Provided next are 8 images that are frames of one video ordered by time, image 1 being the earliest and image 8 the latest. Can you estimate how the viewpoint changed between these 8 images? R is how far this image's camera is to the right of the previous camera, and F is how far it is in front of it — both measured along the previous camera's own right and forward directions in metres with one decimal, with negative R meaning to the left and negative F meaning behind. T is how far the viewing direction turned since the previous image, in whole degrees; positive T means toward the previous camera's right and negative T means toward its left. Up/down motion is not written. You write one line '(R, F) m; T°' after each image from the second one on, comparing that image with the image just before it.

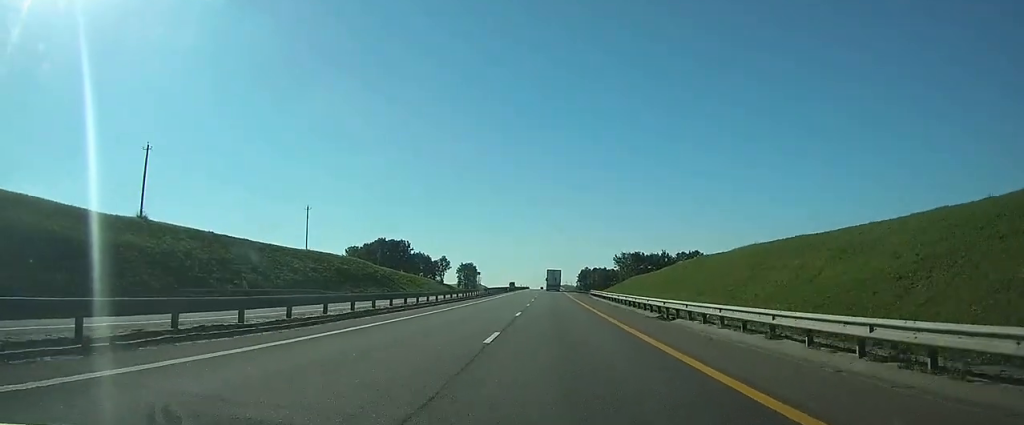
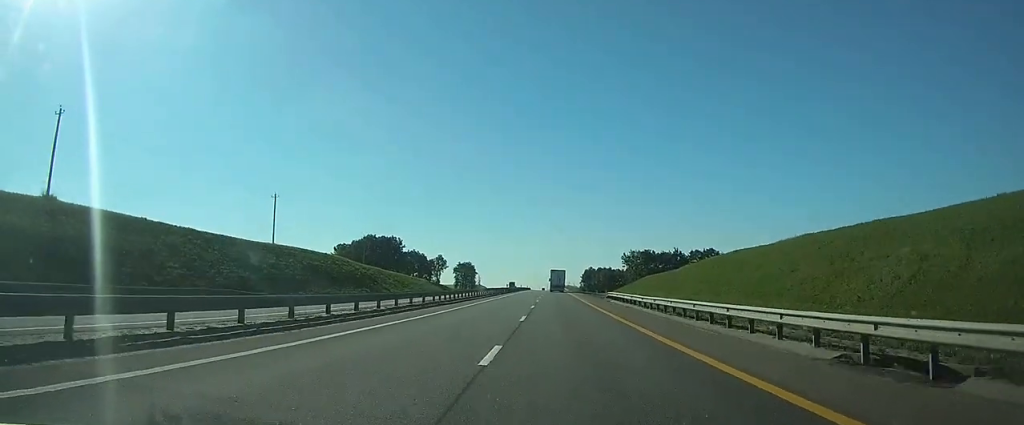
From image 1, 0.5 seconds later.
(0.0, +15.6) m; 0°
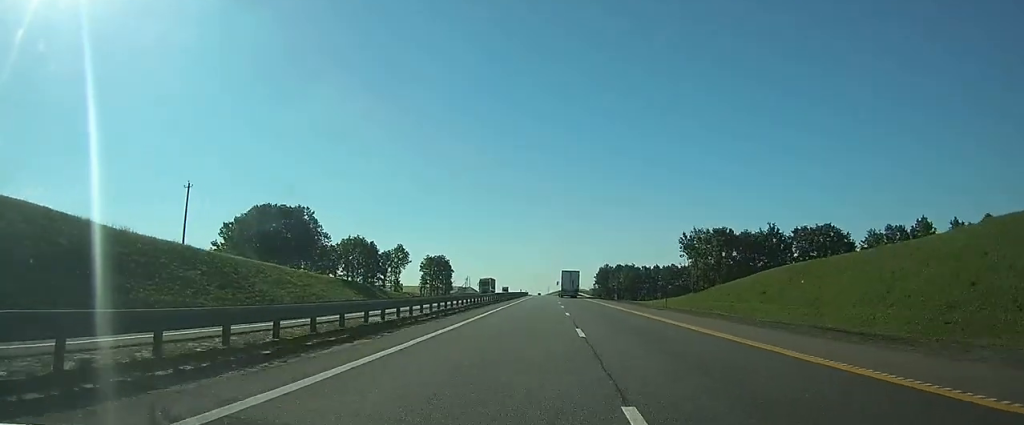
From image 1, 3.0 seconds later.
(-1.0, +77.7) m; -1°
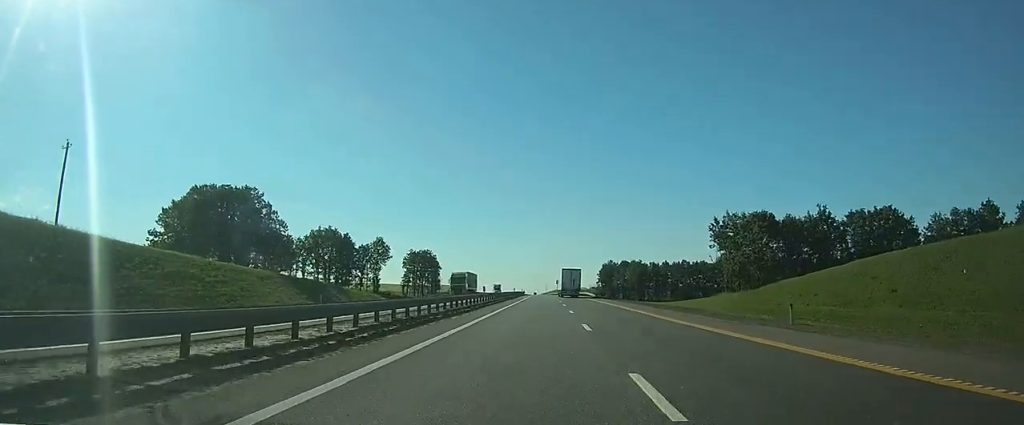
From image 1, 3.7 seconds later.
(-0.1, +21.6) m; 0°
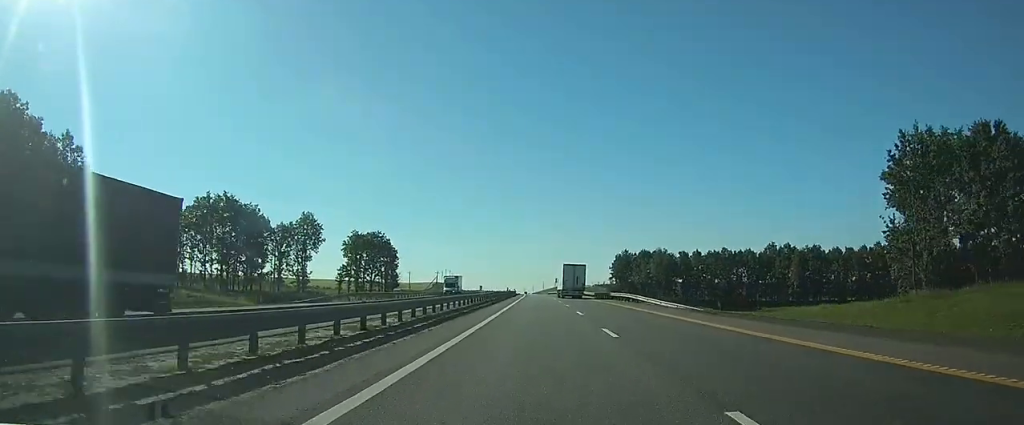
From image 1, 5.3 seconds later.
(+0.2, +50.4) m; 0°
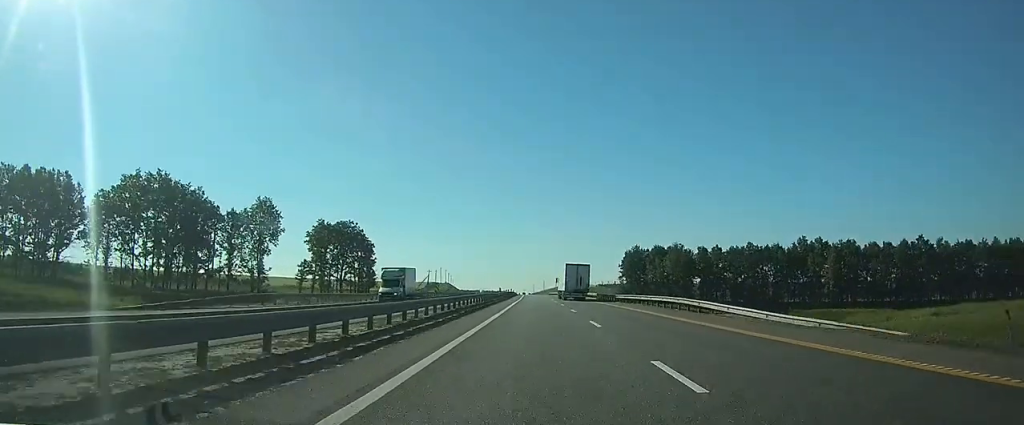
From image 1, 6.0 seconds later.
(0.0, +19.6) m; 0°
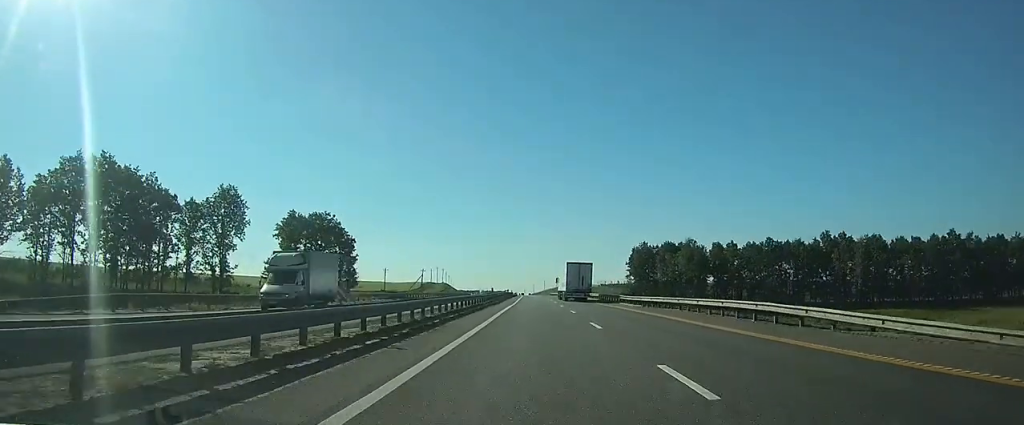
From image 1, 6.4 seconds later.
(0.0, +12.5) m; 0°
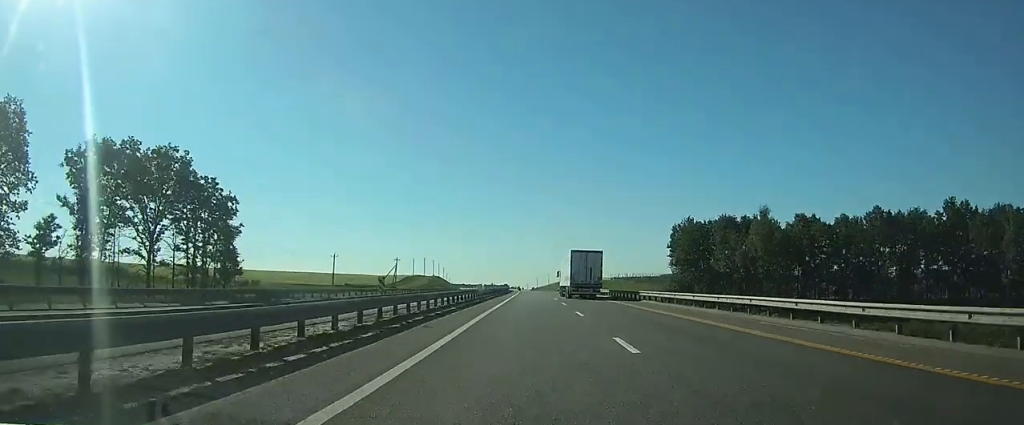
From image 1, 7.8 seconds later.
(+0.1, +43.9) m; 0°
